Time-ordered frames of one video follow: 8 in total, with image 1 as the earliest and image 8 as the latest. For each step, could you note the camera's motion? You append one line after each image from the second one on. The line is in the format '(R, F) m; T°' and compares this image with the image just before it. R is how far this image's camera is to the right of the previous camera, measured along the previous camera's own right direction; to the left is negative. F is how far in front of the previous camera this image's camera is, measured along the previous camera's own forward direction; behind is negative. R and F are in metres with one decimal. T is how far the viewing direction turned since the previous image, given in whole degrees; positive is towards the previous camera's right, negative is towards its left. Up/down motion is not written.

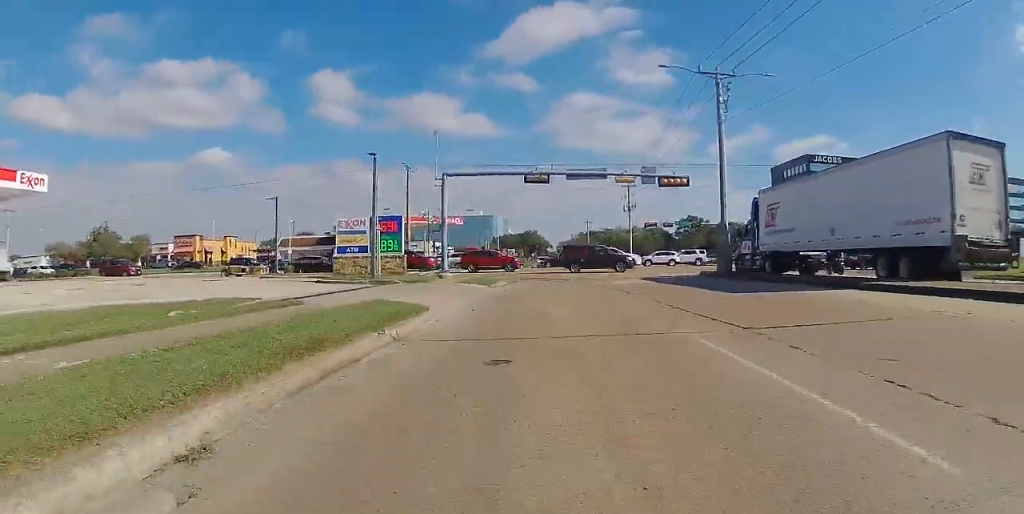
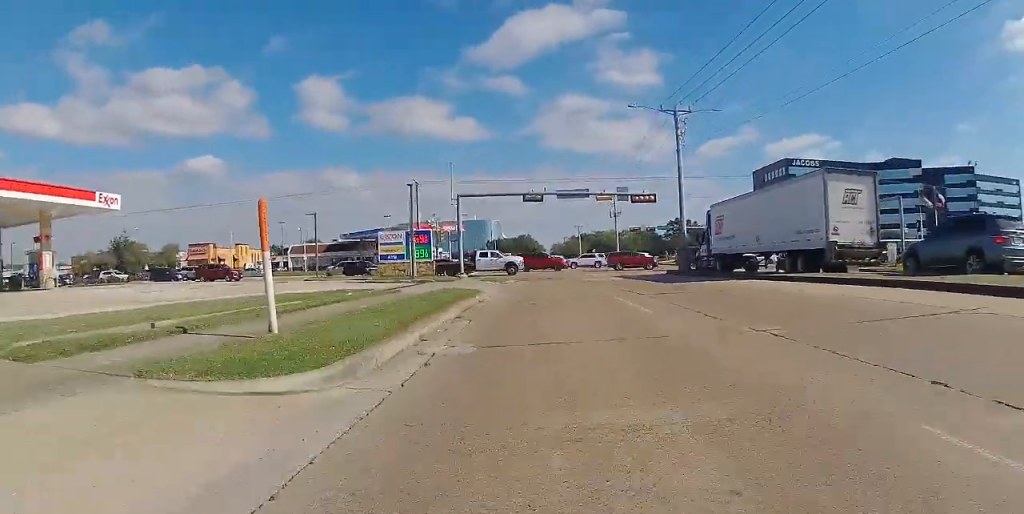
(+0.5, +7.5) m; +1°
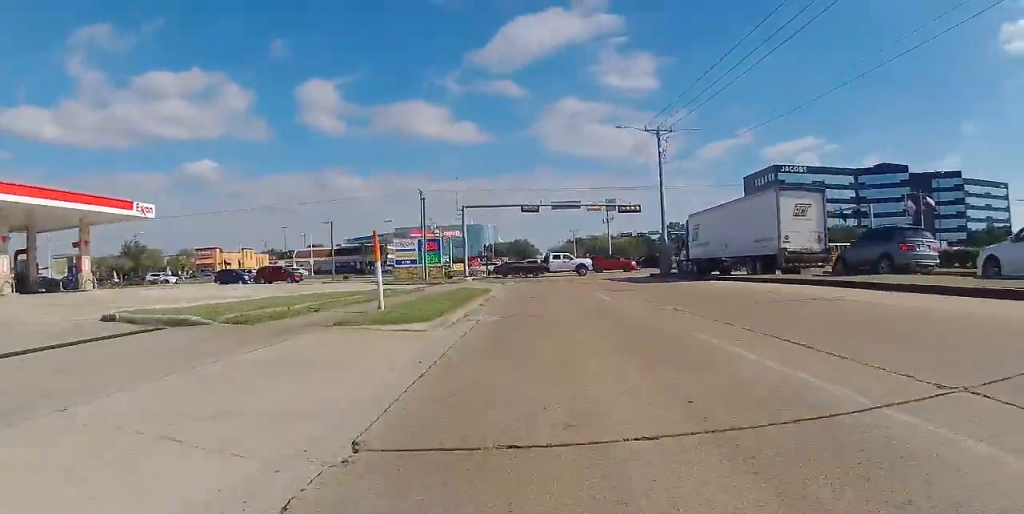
(-0.3, +4.4) m; 0°
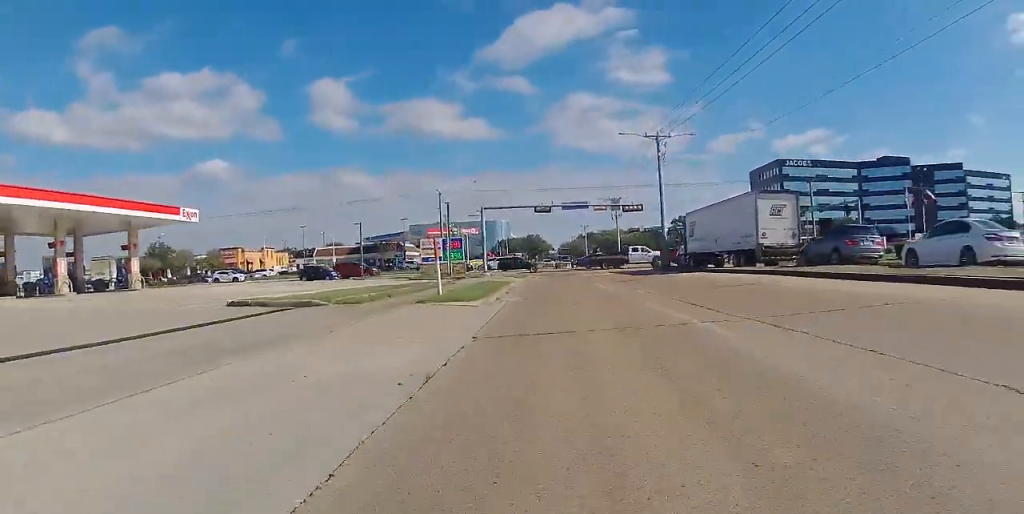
(+0.1, +4.3) m; +1°
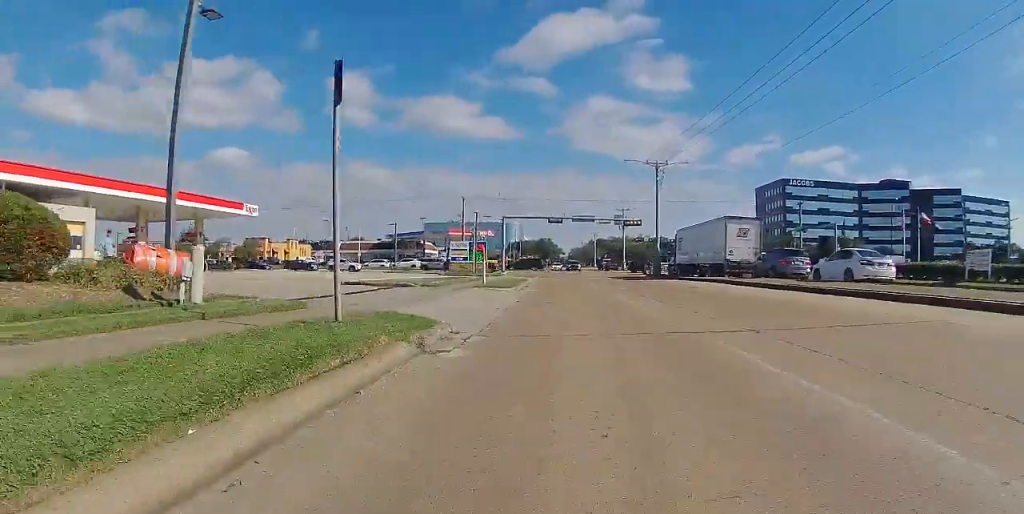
(+0.1, +7.4) m; -2°
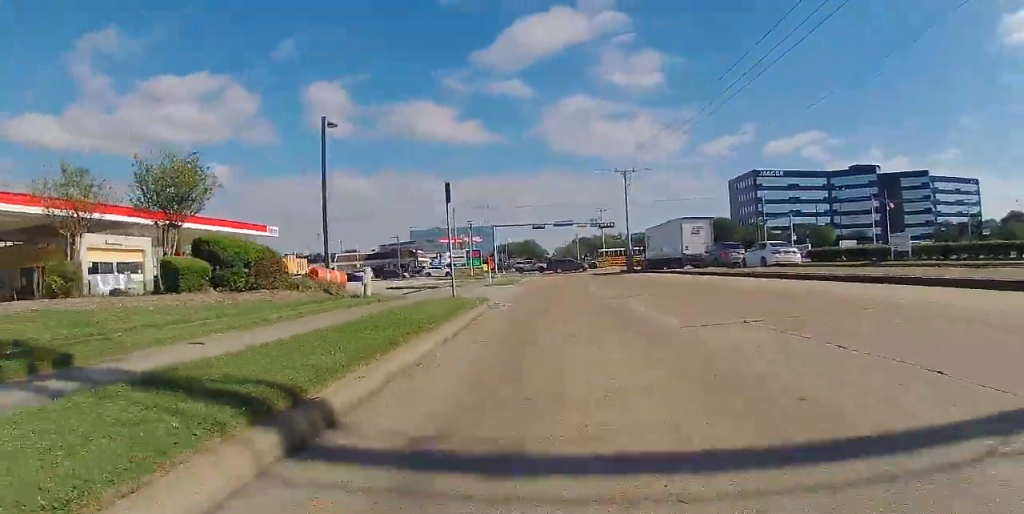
(-0.3, +7.3) m; 0°
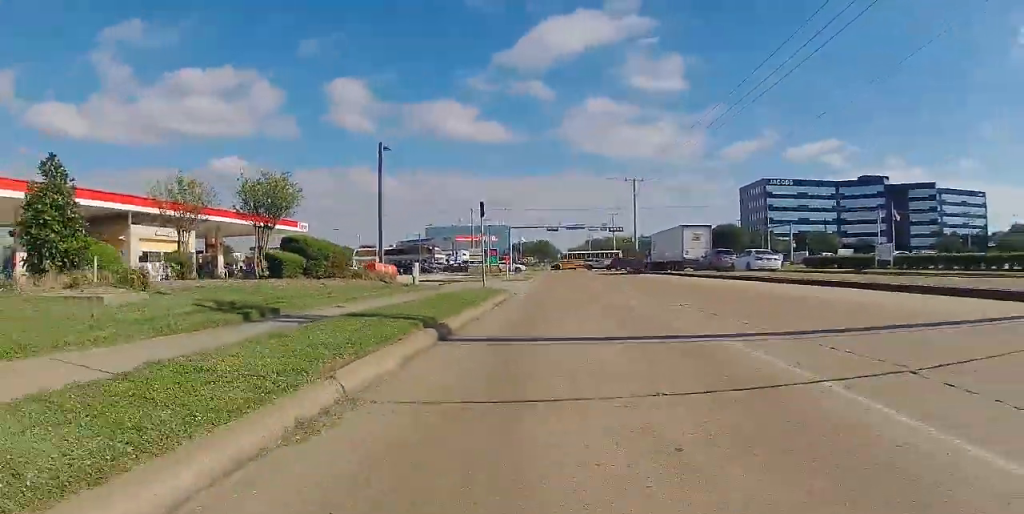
(+0.2, +3.7) m; +1°
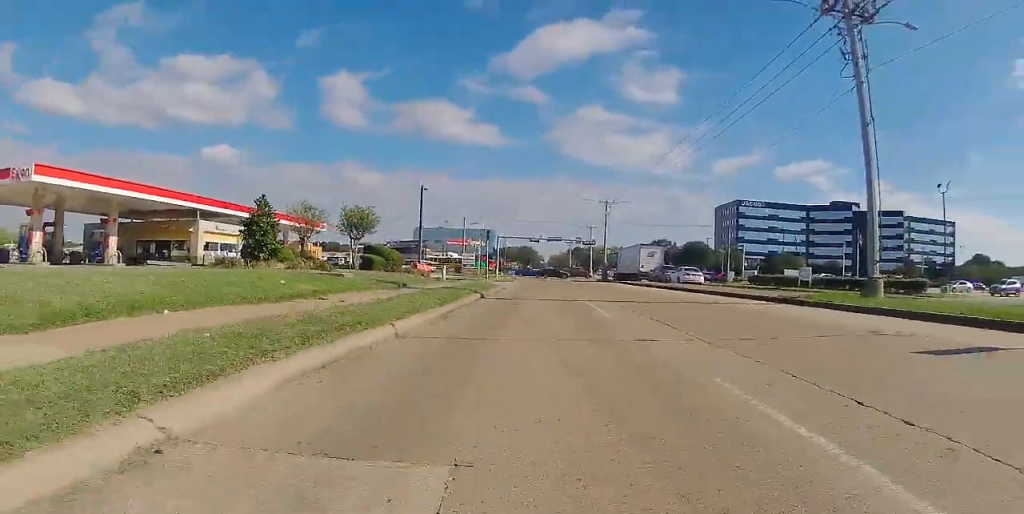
(-0.3, +10.5) m; -2°
